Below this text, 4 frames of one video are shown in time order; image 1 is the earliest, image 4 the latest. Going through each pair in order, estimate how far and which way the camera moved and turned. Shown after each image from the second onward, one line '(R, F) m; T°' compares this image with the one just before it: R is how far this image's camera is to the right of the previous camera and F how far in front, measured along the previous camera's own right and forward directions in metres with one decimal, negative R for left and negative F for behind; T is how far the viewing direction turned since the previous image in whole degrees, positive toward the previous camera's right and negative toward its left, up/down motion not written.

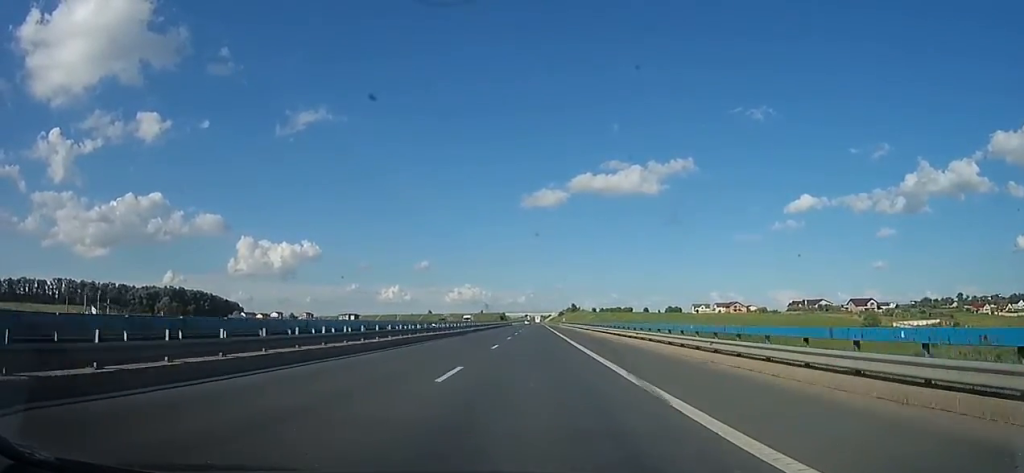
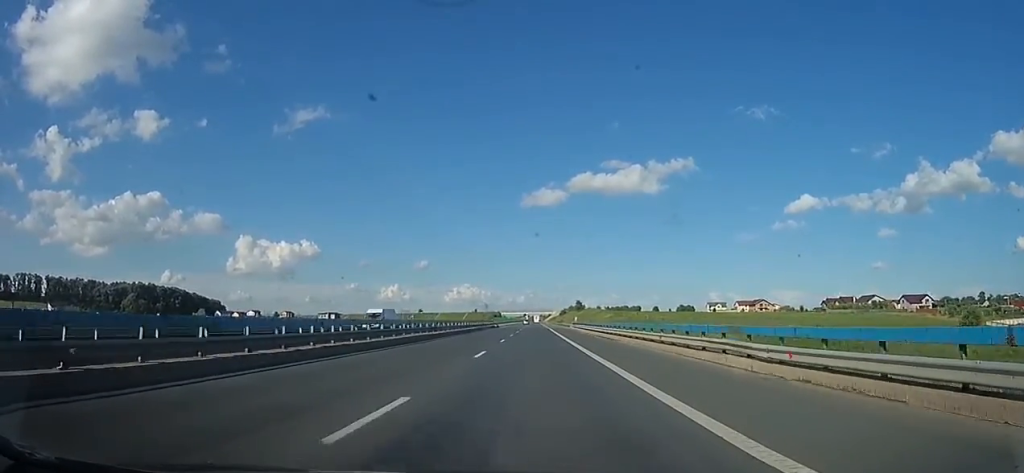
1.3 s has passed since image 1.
(-0.4, +40.6) m; 0°
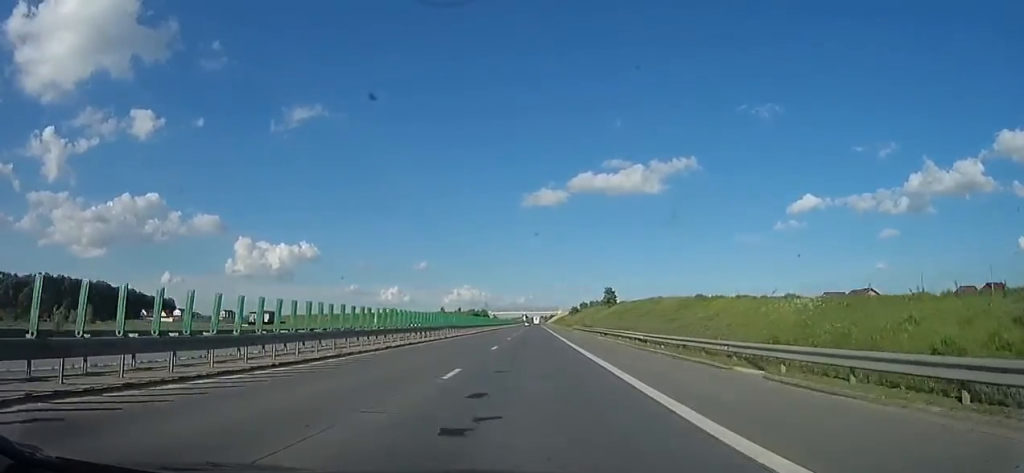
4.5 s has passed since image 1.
(+0.7, +102.0) m; 0°
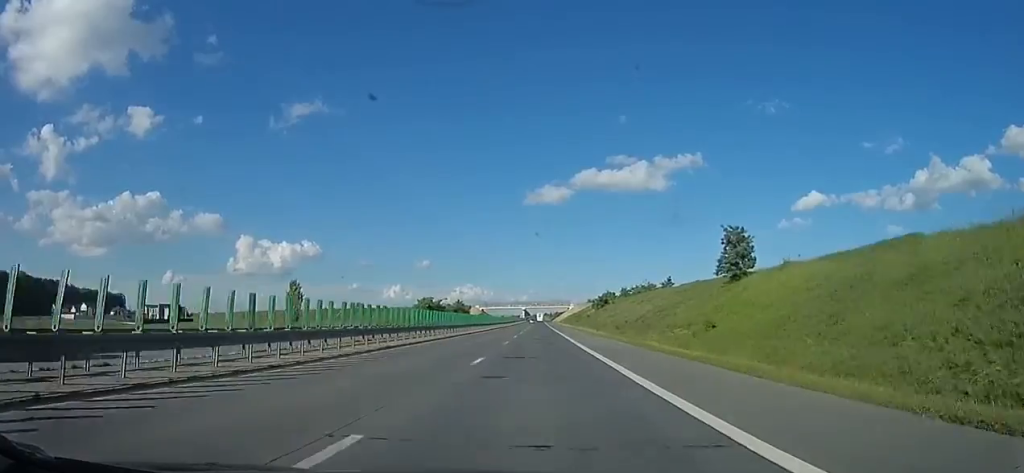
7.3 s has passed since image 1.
(+0.6, +91.3) m; +1°
